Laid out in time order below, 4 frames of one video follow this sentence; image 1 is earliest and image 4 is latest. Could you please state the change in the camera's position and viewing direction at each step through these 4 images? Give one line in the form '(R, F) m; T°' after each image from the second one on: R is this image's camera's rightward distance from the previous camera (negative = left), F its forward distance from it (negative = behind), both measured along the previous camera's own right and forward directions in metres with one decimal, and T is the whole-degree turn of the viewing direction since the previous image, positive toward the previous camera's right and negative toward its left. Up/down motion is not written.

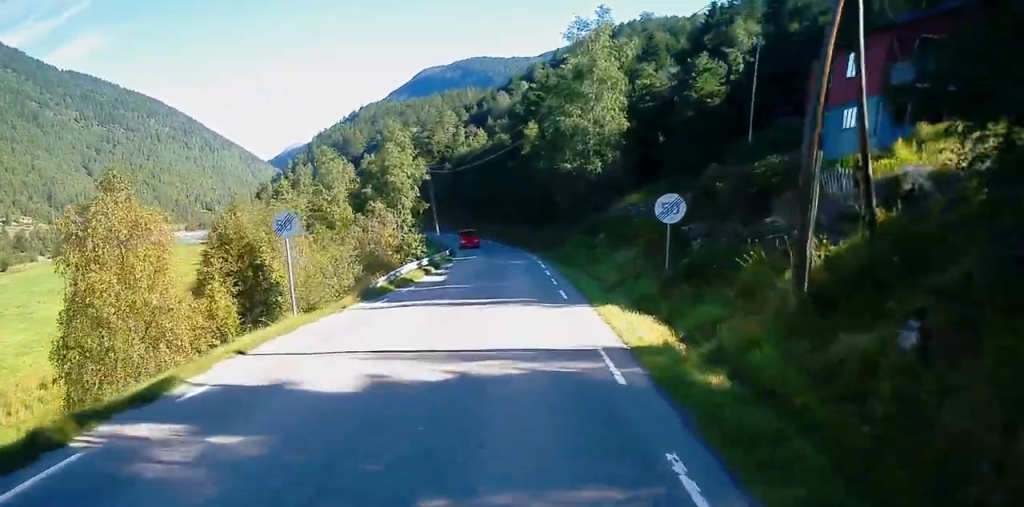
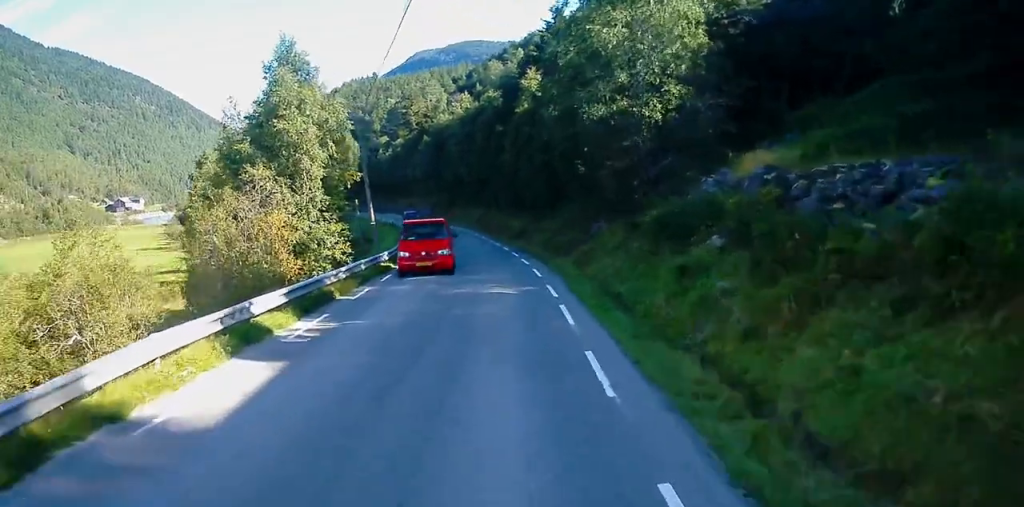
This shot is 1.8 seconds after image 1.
(+0.5, +25.1) m; +1°
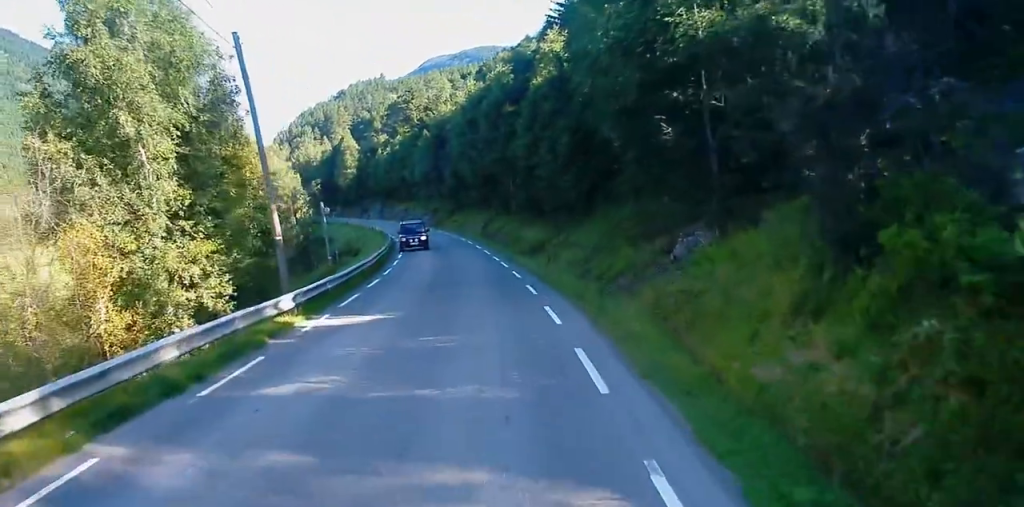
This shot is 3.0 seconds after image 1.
(-0.3, +16.6) m; -4°
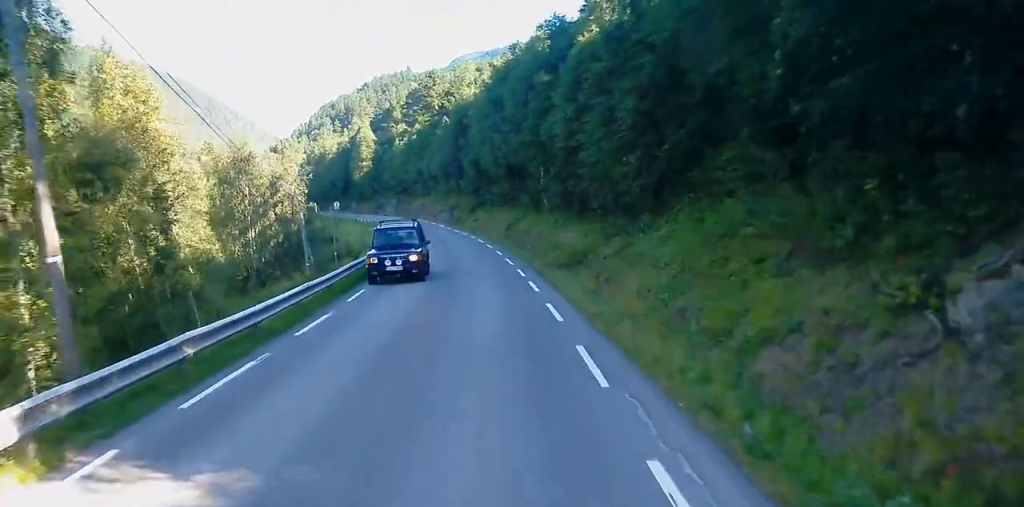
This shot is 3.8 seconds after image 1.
(-0.4, +11.9) m; -2°
